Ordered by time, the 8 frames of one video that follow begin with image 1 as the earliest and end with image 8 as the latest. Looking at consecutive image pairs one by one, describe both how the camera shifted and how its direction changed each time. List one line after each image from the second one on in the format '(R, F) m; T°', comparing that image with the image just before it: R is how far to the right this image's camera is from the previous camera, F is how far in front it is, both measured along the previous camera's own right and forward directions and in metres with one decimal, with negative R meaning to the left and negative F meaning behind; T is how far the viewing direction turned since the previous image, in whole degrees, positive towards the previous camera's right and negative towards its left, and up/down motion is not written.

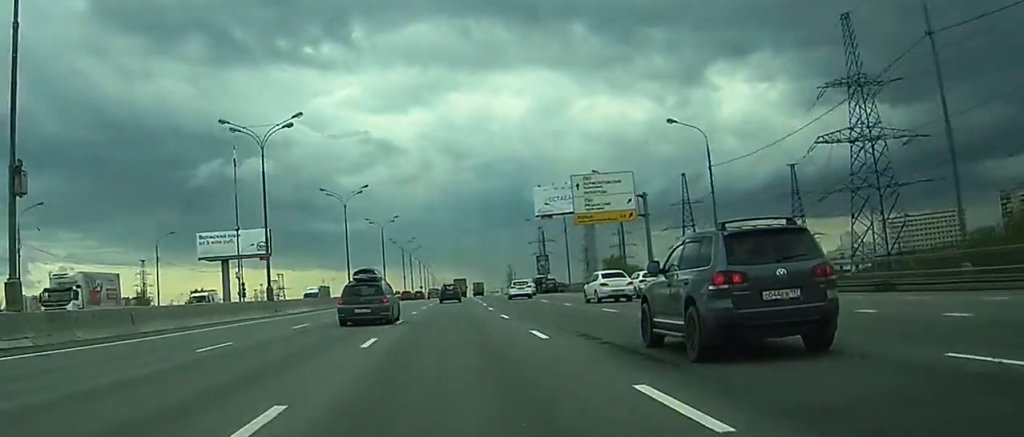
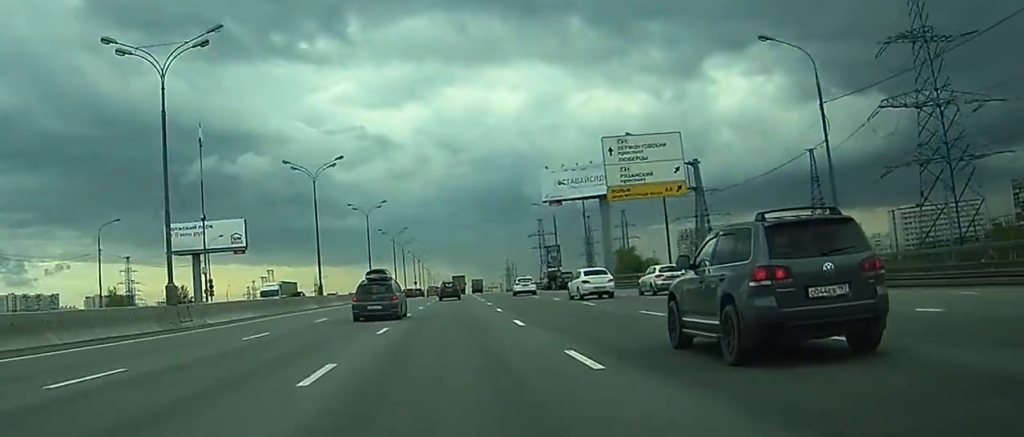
(+0.7, +19.3) m; 0°
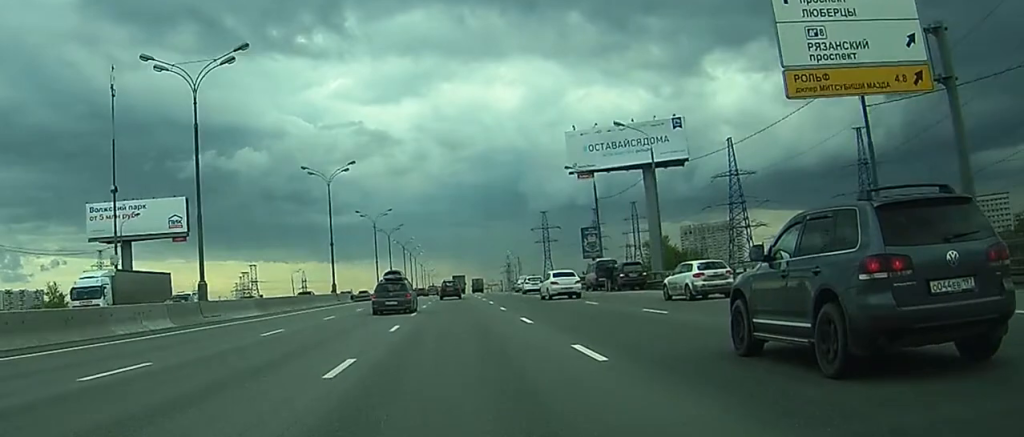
(-0.9, +35.1) m; -2°
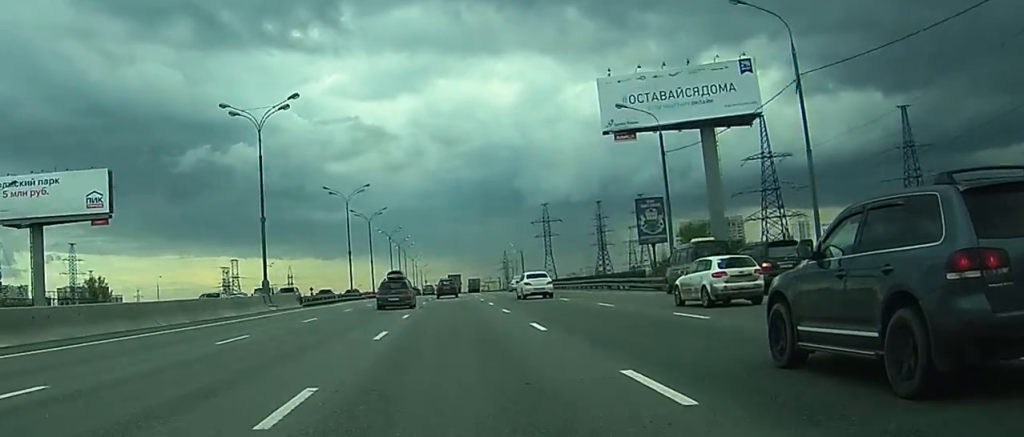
(-0.4, +28.2) m; -2°
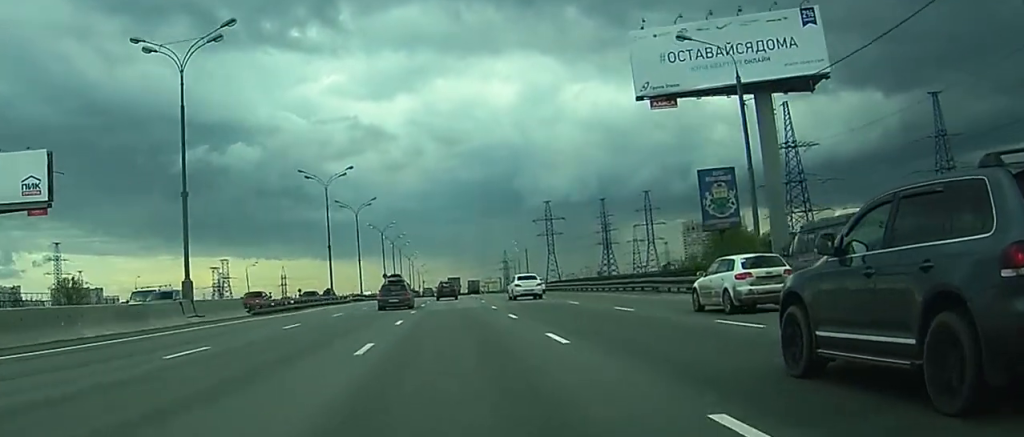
(-0.1, +15.8) m; 0°
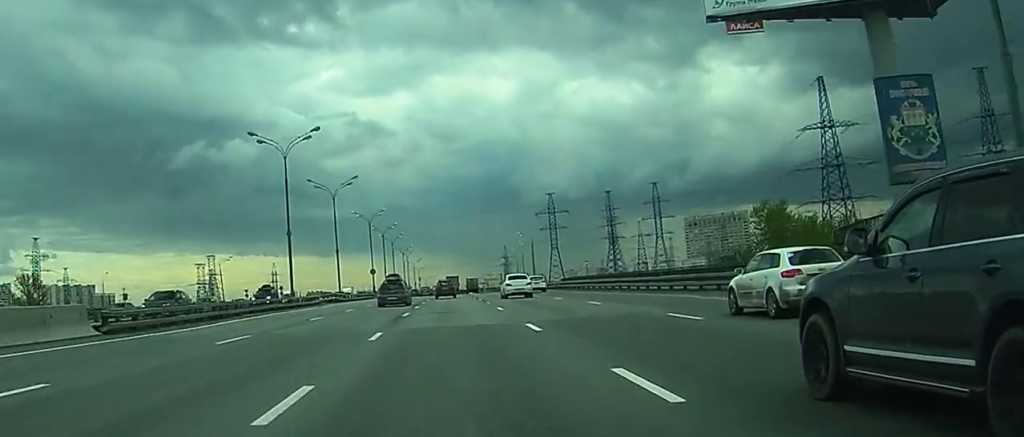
(0.0, +20.2) m; 0°
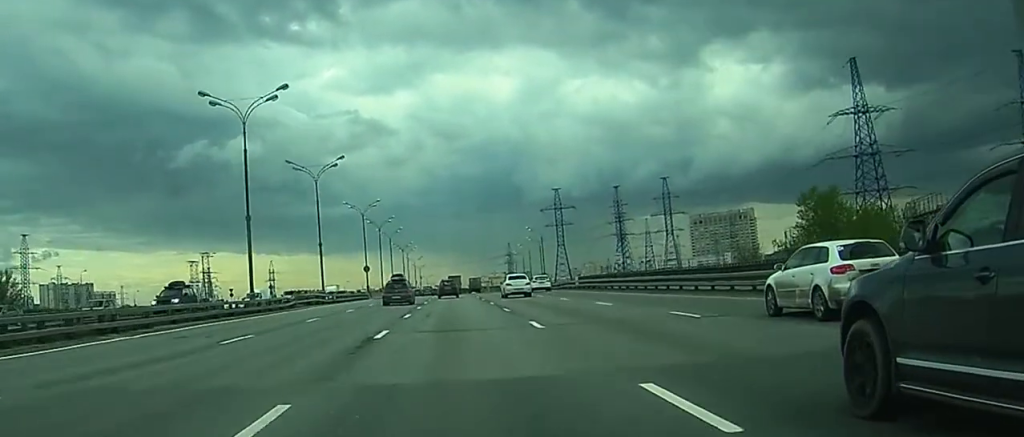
(0.0, +13.7) m; 0°
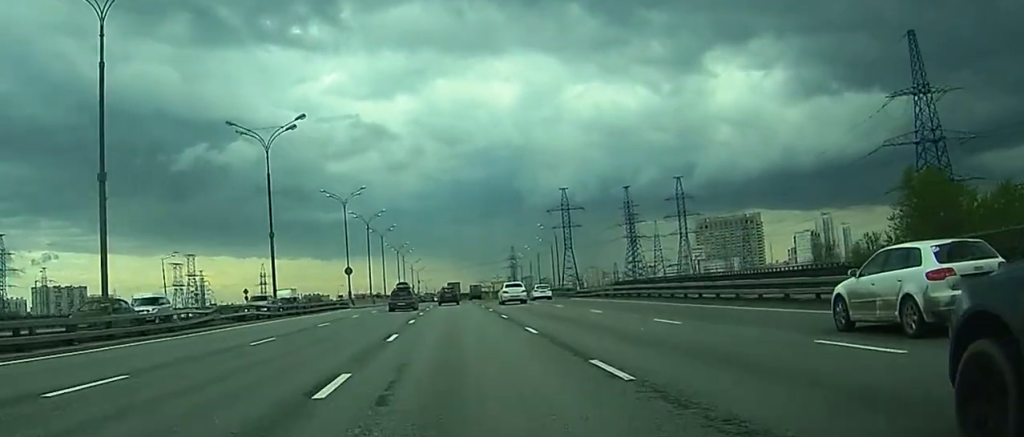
(0.0, +22.0) m; 0°
